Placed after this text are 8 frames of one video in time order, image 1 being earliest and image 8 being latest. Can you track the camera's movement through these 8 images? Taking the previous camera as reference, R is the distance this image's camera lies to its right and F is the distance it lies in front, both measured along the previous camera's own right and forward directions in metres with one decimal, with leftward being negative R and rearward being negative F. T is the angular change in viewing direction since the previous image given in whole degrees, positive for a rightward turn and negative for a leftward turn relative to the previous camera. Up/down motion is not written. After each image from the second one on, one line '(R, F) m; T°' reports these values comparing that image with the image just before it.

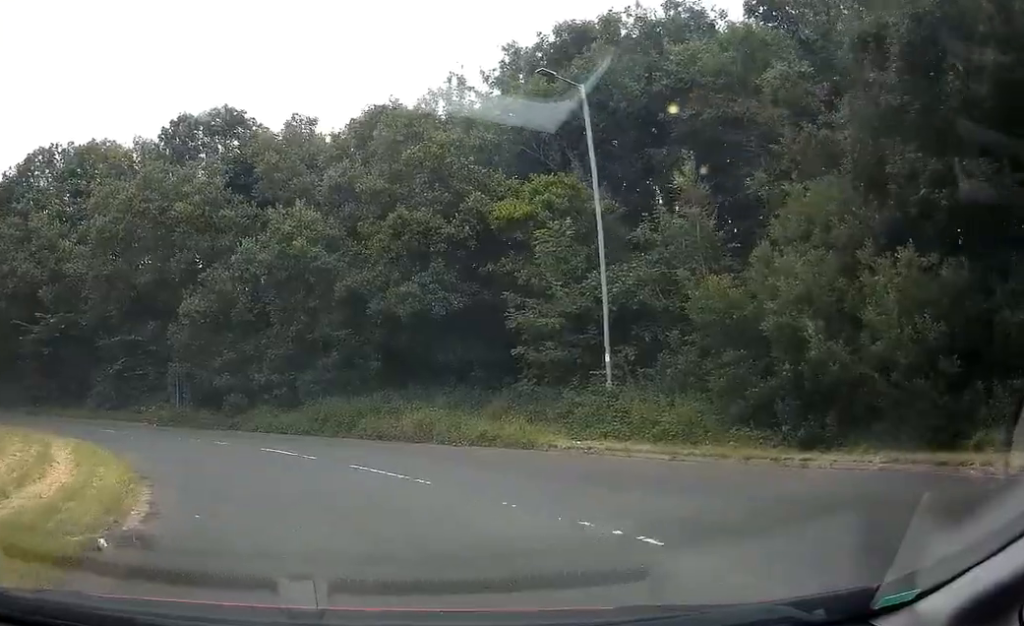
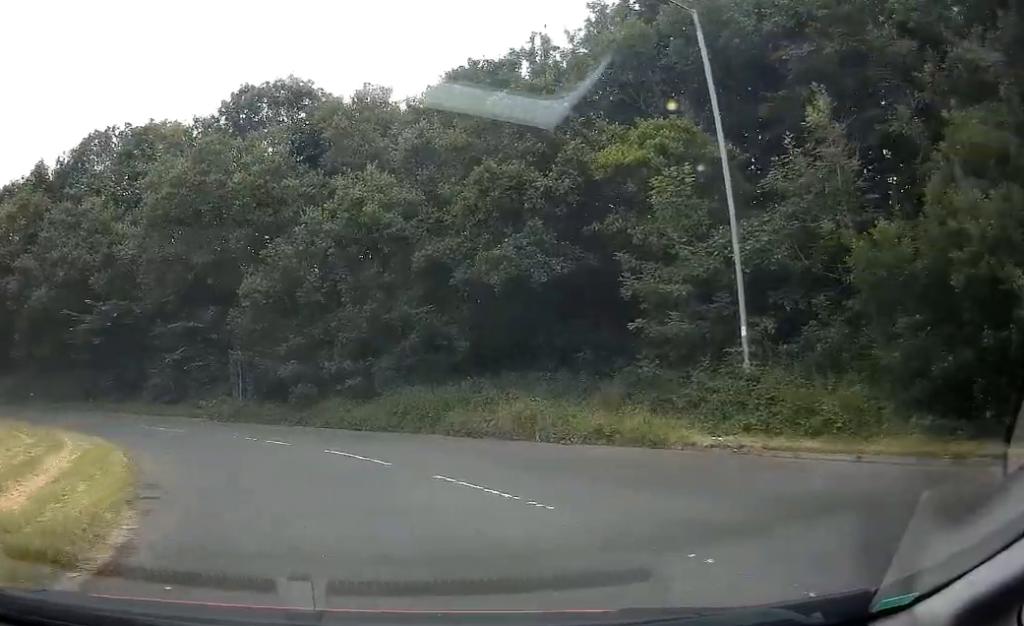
(-0.2, +3.8) m; -4°
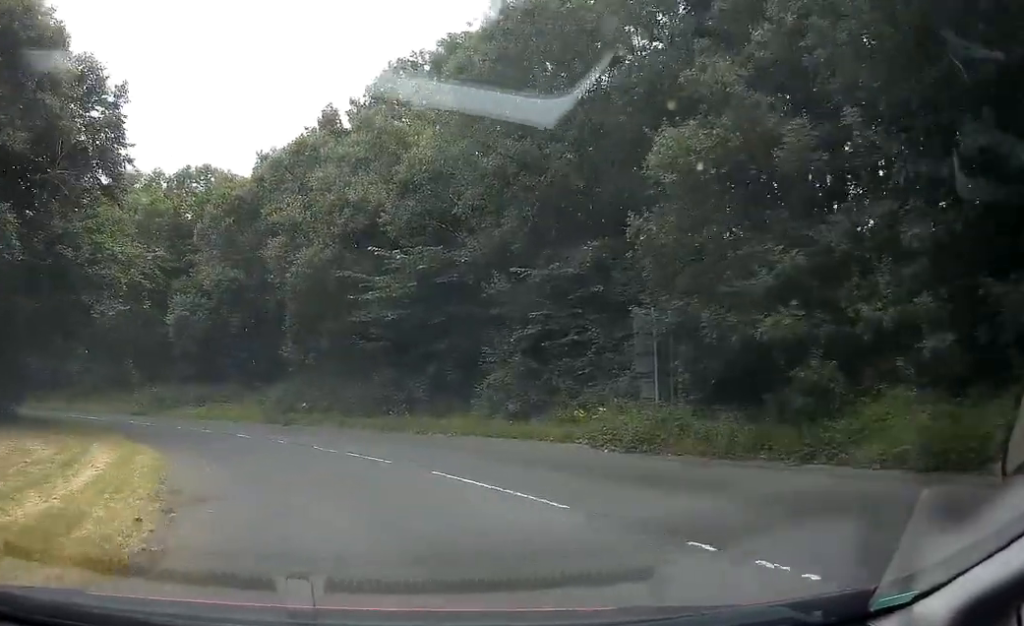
(-2.4, +16.5) m; -20°
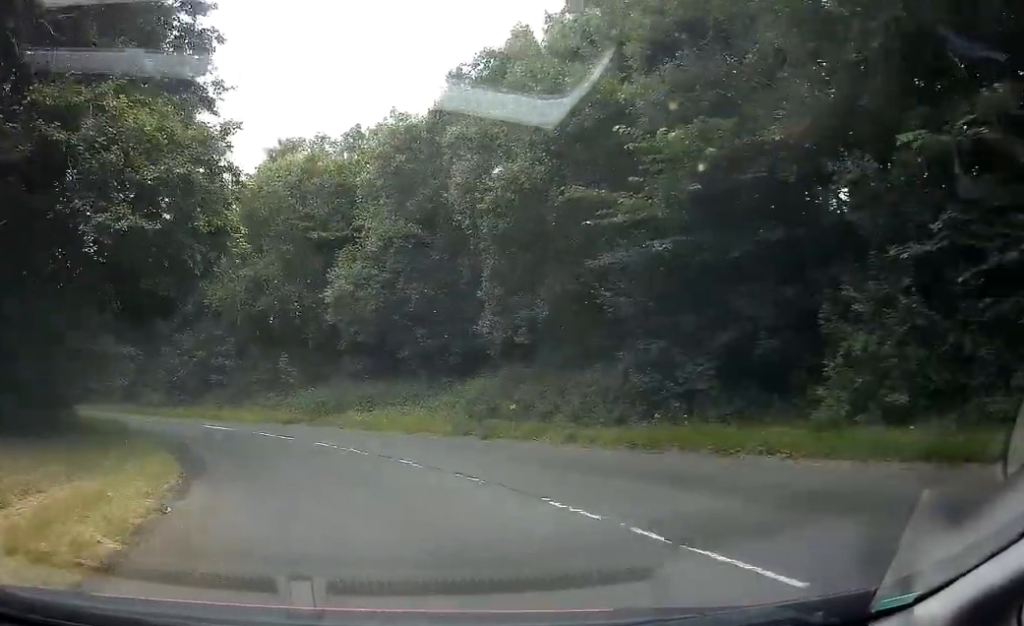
(-1.2, +9.6) m; -14°
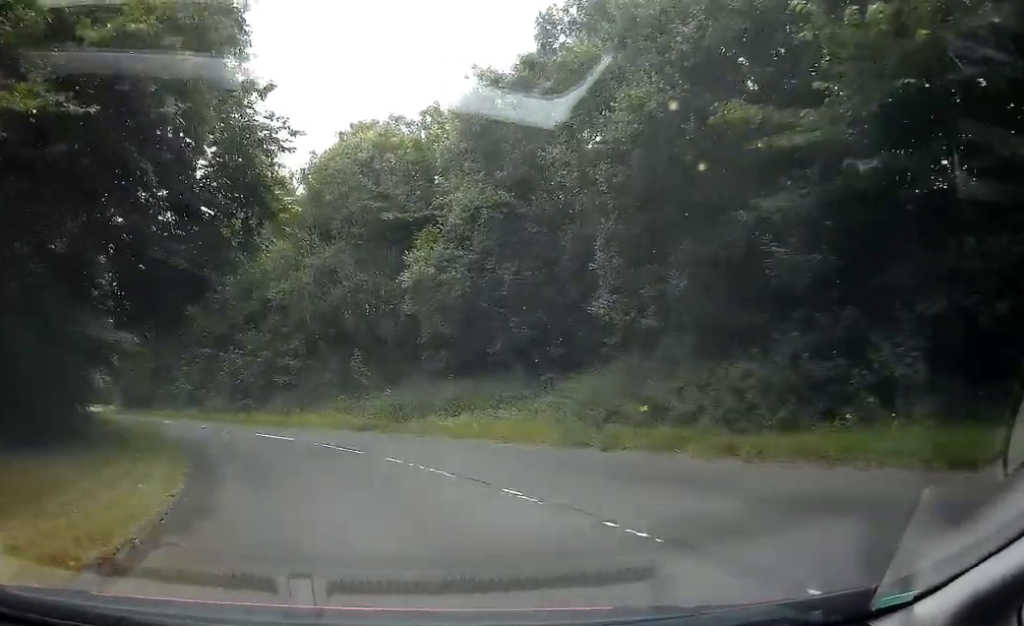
(-0.4, +4.4) m; -5°
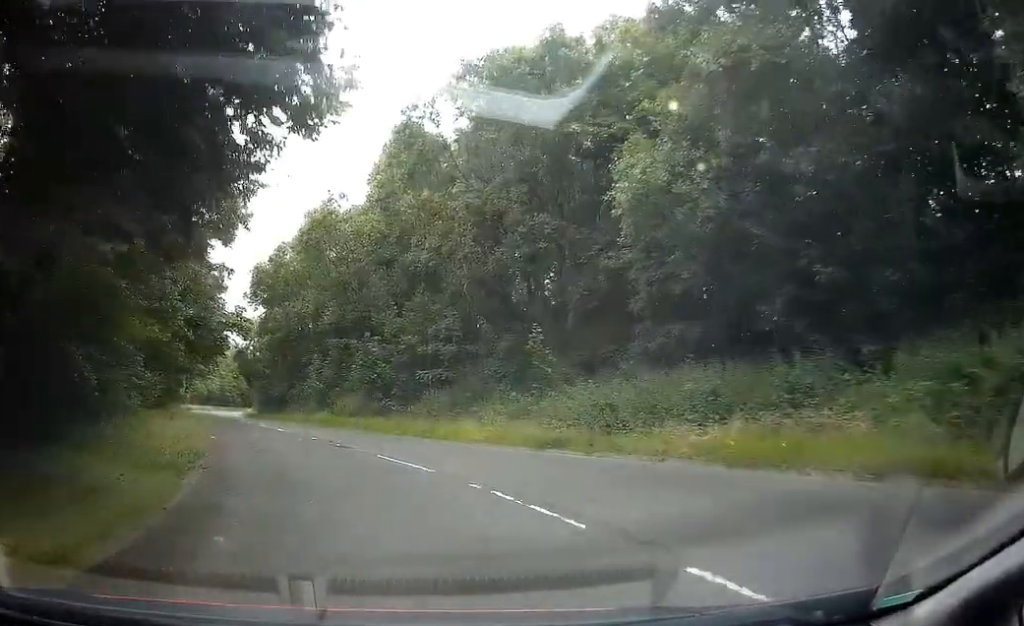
(-0.9, +10.0) m; -8°
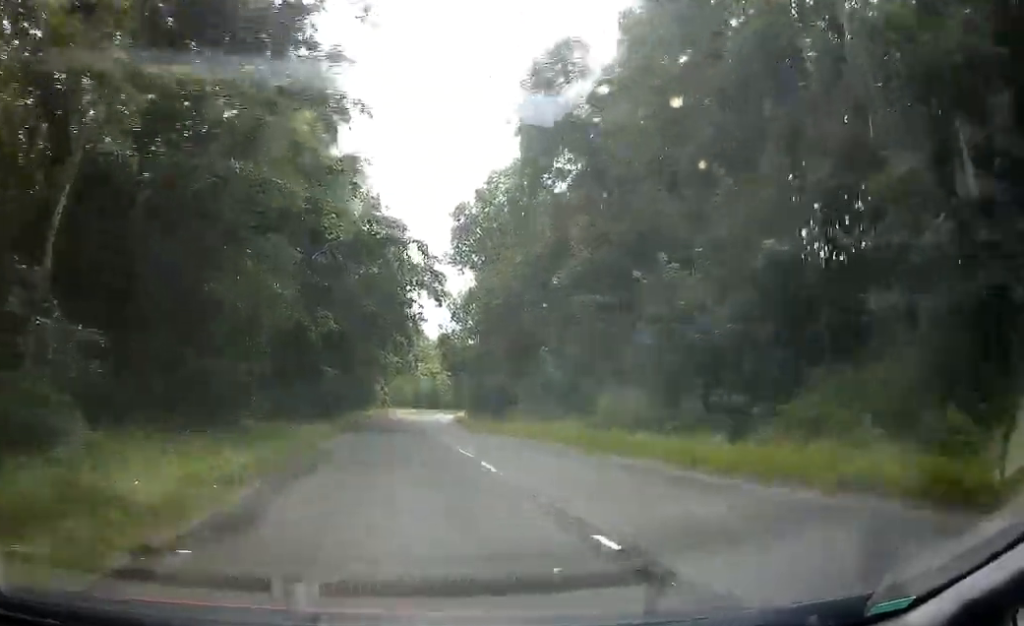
(-1.9, +16.2) m; -17°
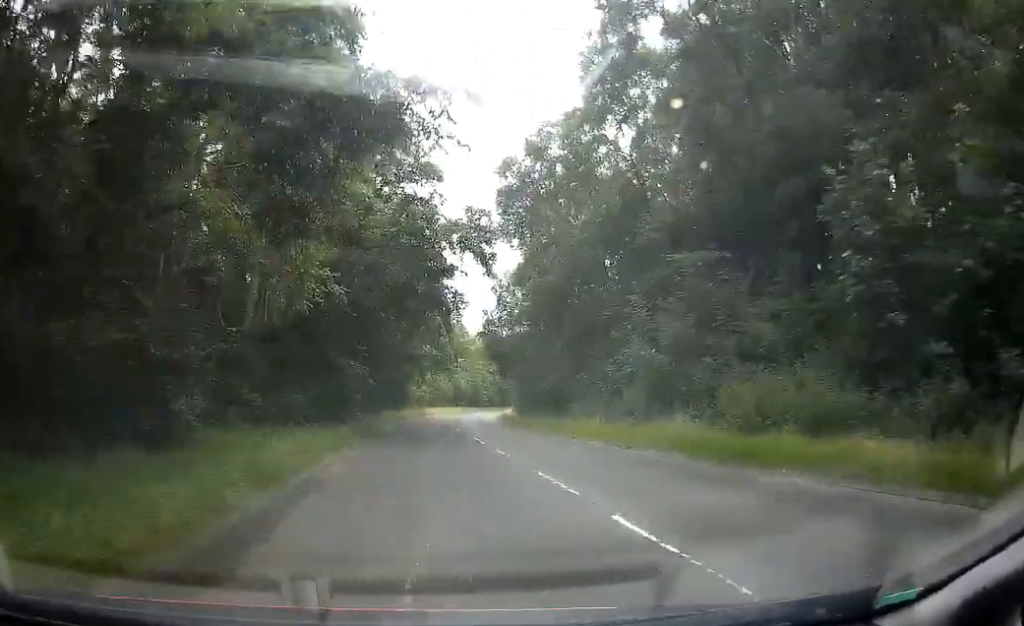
(-0.6, +6.7) m; -8°
